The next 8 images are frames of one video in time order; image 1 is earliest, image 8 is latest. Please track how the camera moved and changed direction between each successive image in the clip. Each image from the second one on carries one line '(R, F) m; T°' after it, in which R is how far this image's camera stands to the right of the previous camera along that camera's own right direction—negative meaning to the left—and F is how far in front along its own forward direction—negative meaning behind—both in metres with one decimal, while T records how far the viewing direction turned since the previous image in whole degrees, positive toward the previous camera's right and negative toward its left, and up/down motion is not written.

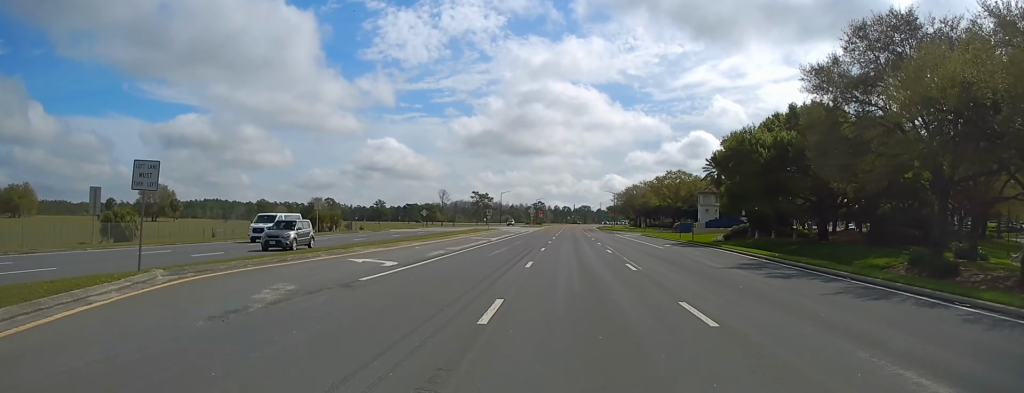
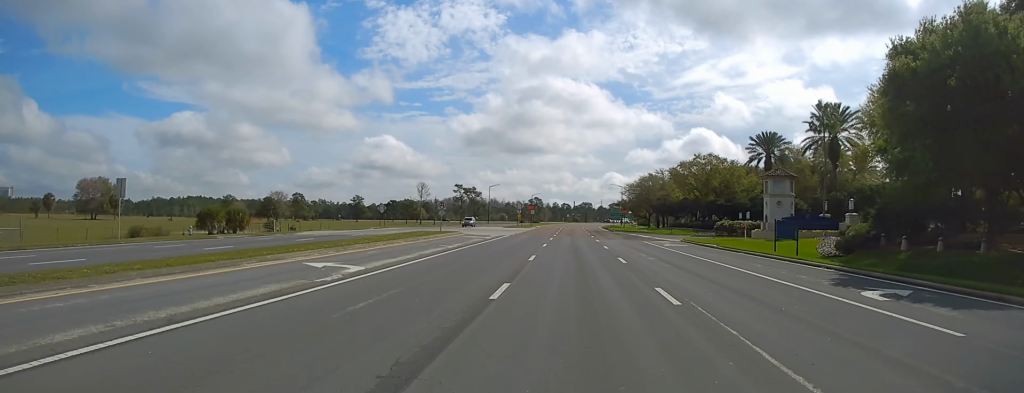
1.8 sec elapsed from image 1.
(0.0, +33.2) m; 0°
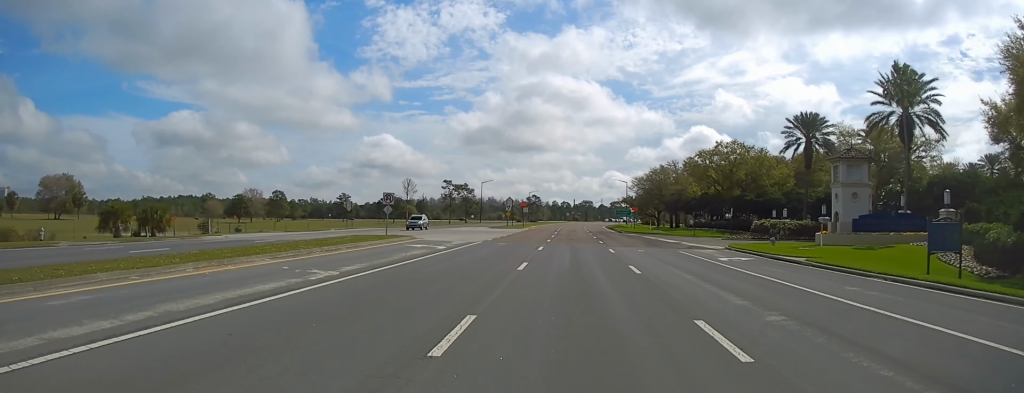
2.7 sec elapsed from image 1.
(0.0, +17.2) m; 0°
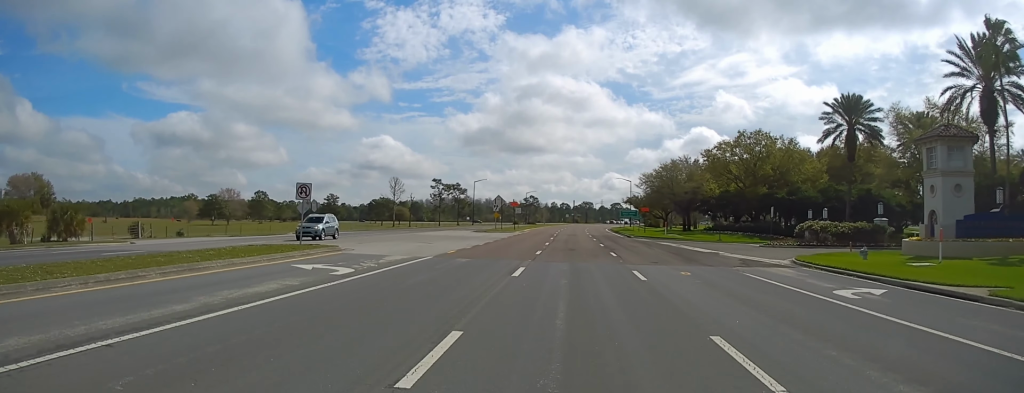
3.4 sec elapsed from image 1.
(+0.1, +13.3) m; 0°
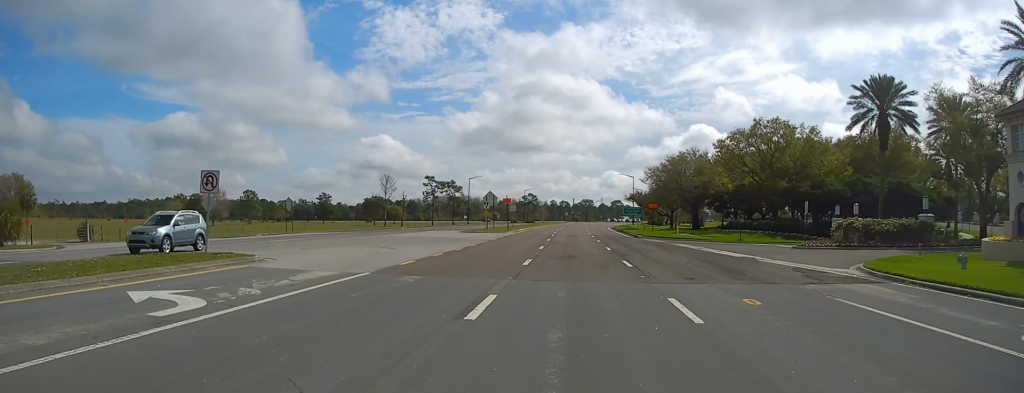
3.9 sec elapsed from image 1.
(+0.1, +7.8) m; 0°
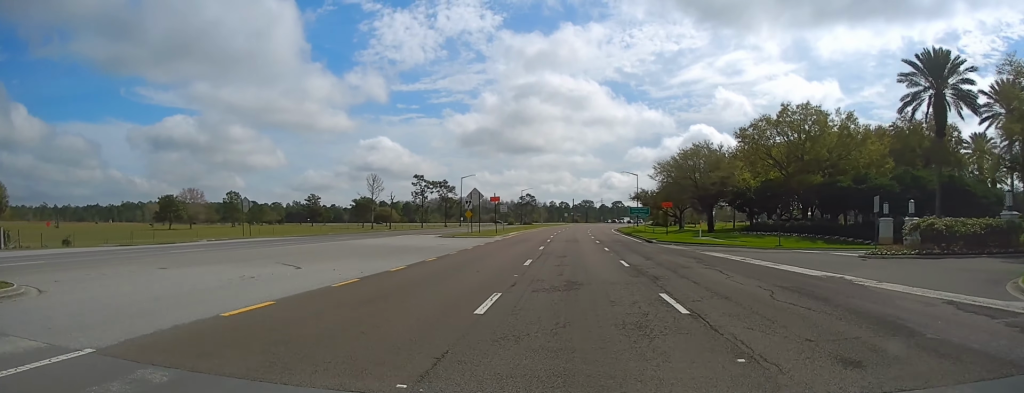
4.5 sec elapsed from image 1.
(0.0, +10.7) m; 0°
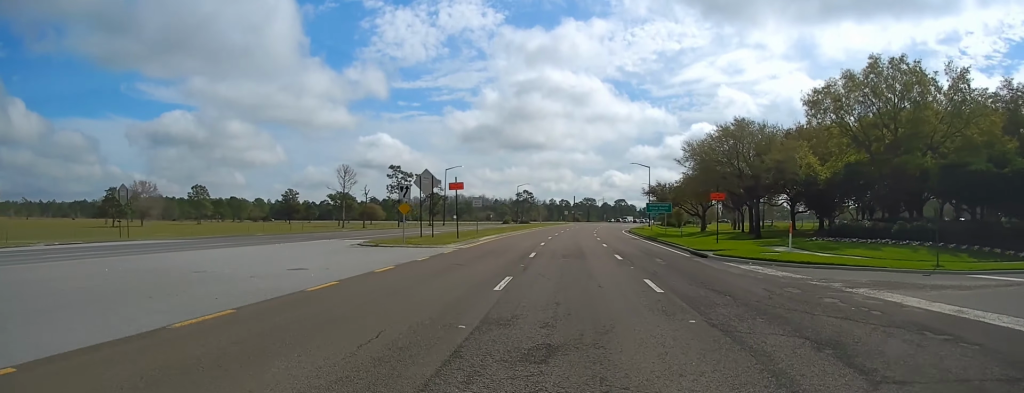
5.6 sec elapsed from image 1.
(-0.1, +20.5) m; 0°
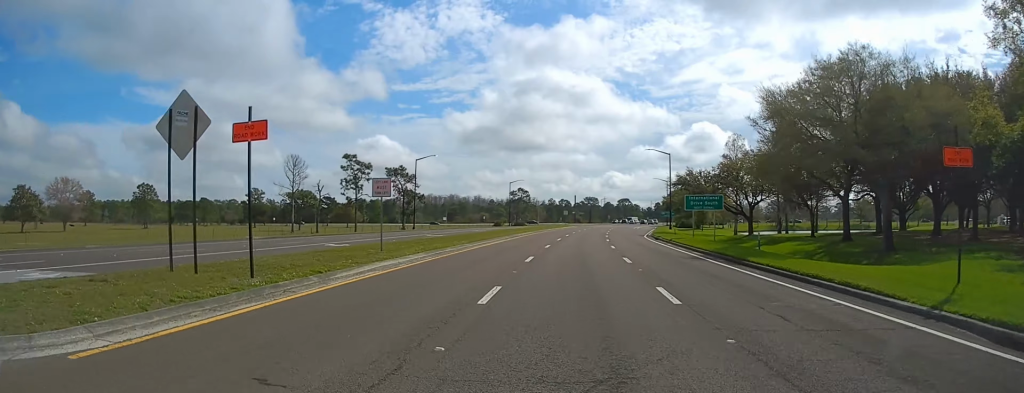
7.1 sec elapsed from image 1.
(+0.1, +25.5) m; 0°
